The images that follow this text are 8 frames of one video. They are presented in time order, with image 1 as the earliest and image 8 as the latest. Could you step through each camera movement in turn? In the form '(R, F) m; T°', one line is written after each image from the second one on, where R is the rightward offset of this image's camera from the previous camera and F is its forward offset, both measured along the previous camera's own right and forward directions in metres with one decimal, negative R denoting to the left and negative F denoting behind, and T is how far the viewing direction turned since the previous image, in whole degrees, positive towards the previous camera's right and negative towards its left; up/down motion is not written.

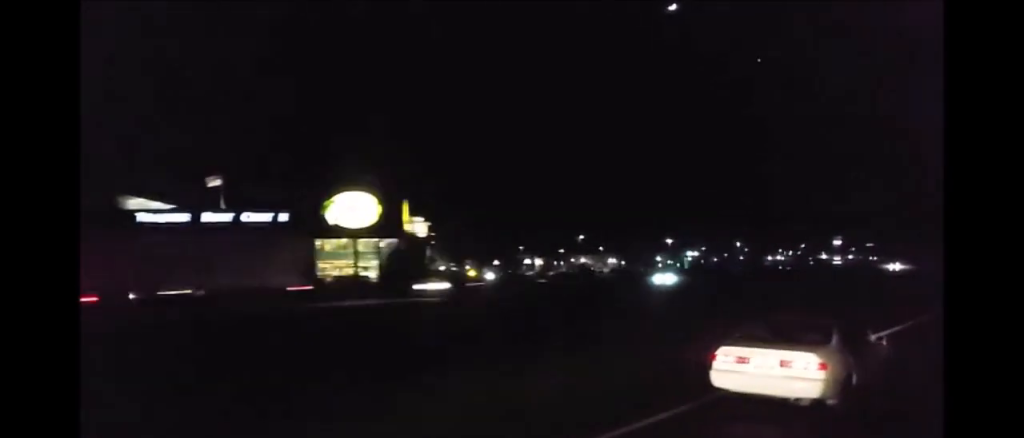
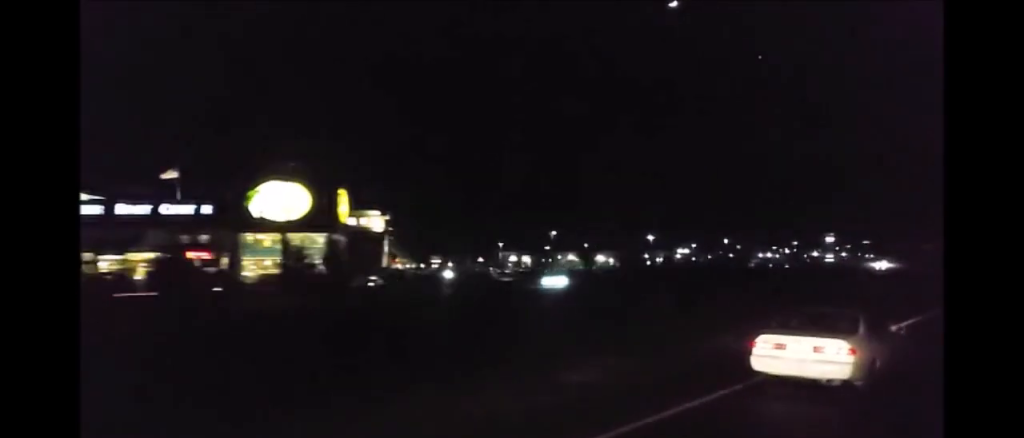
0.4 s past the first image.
(0.0, +12.5) m; 0°
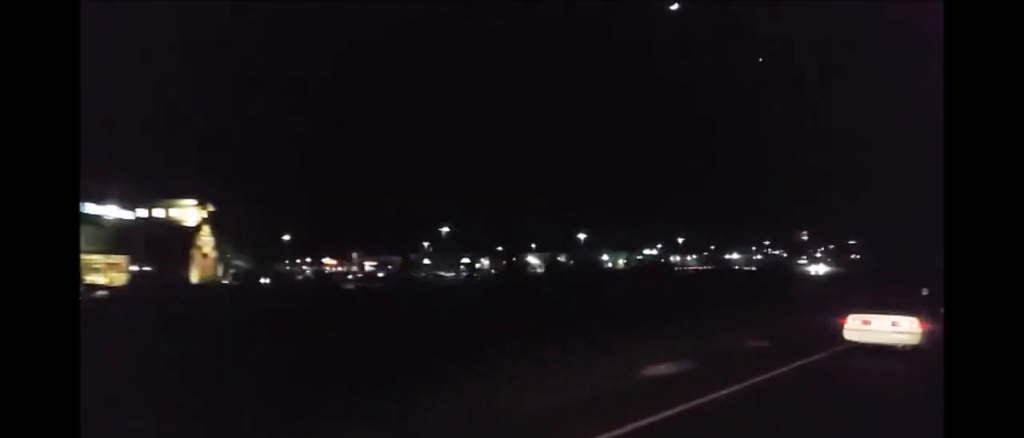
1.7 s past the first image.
(0.0, +36.6) m; 0°
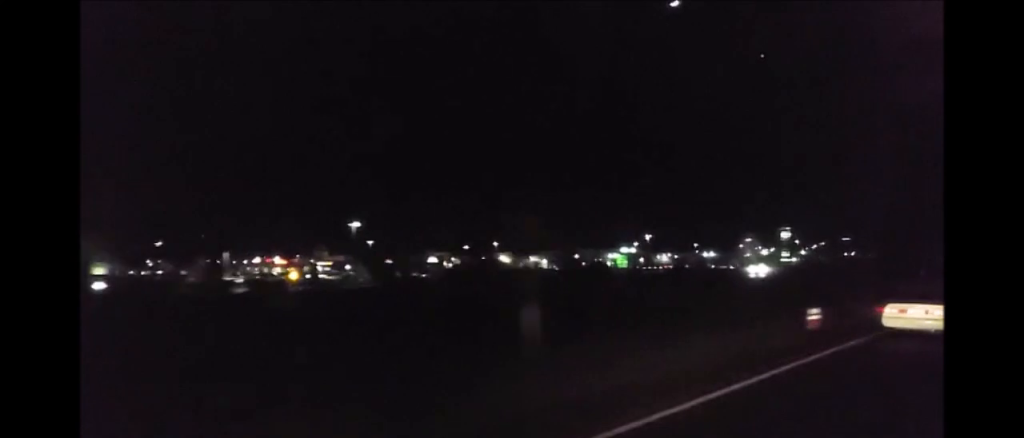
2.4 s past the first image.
(0.0, +20.2) m; 0°
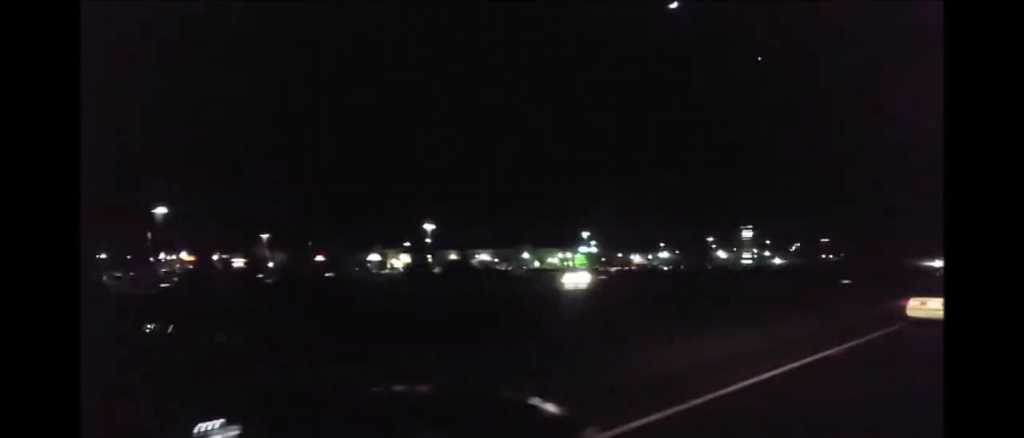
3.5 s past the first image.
(0.0, +31.8) m; -1°
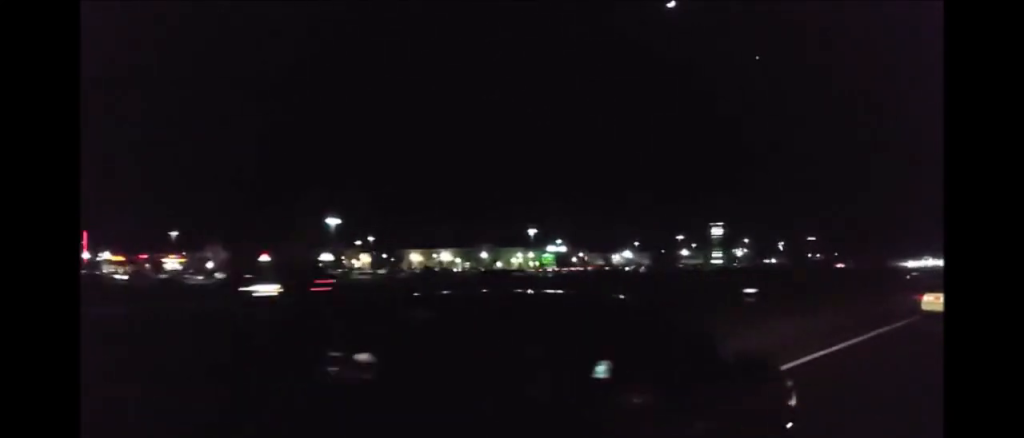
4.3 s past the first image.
(-0.3, +22.0) m; 0°
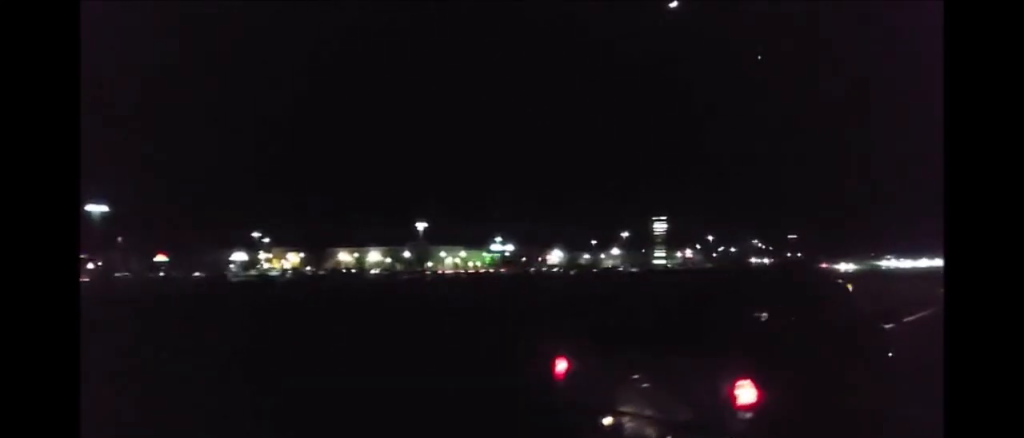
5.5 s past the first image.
(+0.3, +35.2) m; +1°
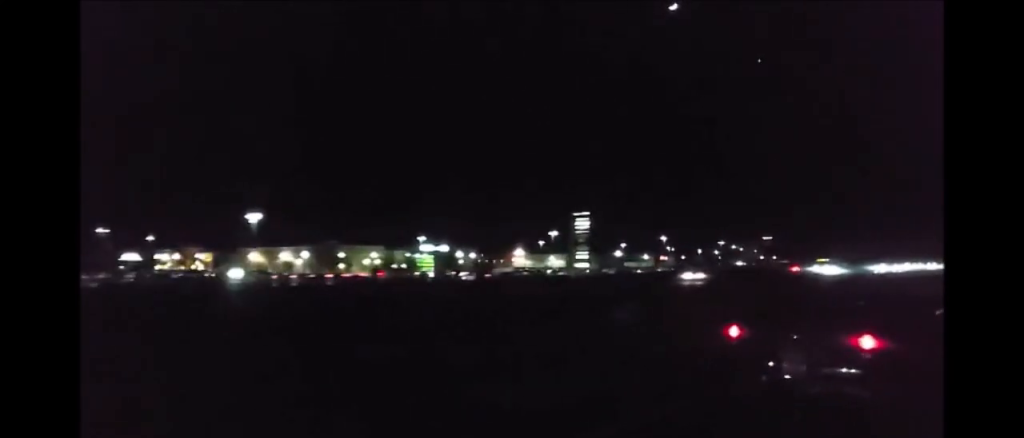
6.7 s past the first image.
(+0.1, +33.1) m; 0°
